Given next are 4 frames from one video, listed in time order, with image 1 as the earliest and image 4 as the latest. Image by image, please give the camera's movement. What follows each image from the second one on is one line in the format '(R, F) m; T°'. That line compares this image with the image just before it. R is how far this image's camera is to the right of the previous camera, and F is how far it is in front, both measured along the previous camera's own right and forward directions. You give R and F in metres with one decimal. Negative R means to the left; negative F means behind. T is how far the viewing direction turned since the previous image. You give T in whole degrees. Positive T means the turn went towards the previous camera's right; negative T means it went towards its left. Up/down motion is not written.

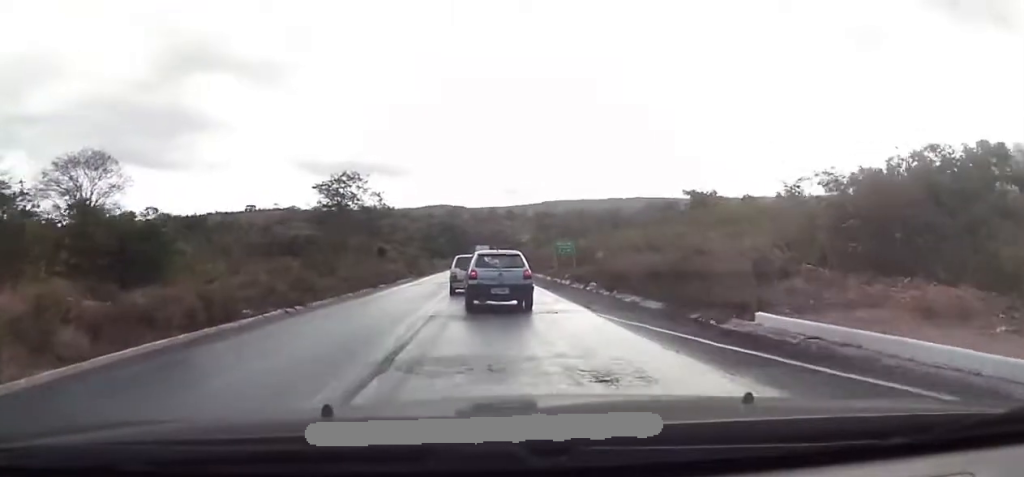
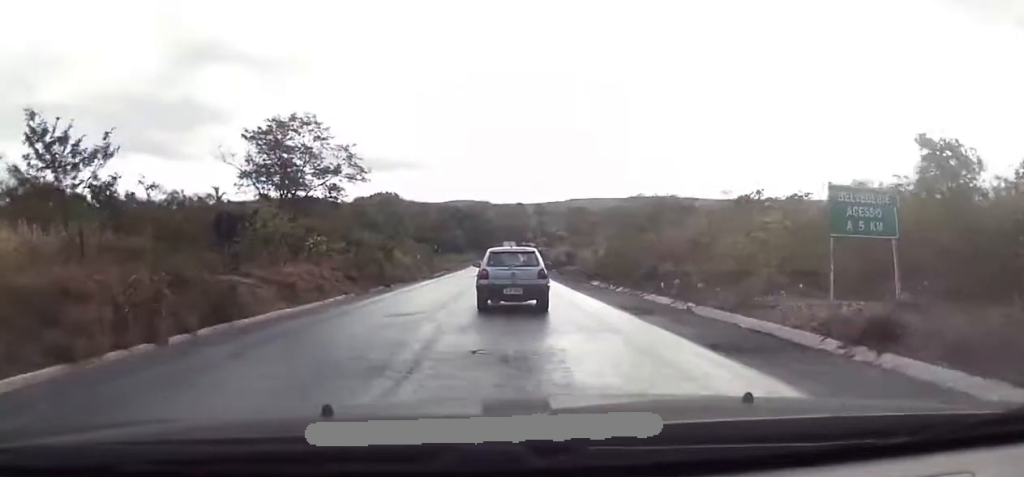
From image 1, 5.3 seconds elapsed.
(+0.4, +46.7) m; -3°
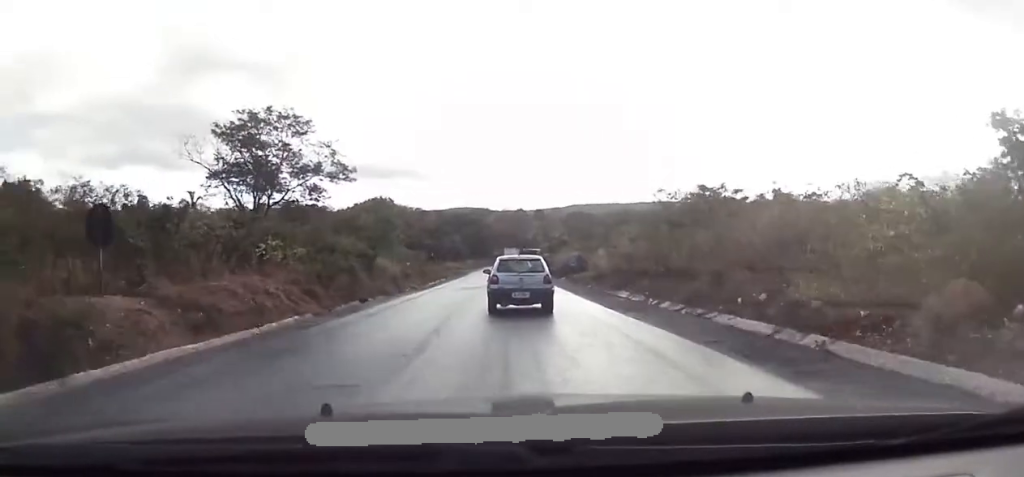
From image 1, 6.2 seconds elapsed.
(-0.4, +7.9) m; +2°
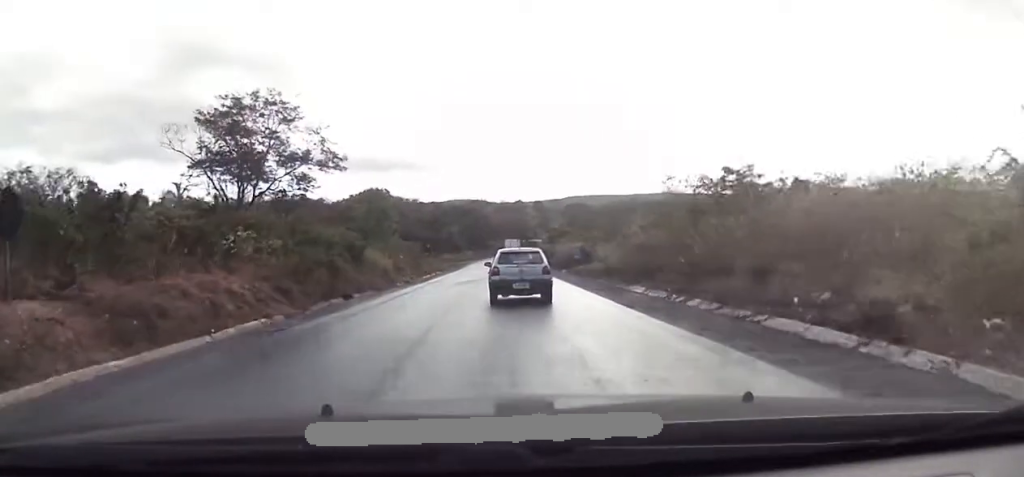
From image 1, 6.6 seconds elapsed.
(0.0, +3.4) m; +1°
